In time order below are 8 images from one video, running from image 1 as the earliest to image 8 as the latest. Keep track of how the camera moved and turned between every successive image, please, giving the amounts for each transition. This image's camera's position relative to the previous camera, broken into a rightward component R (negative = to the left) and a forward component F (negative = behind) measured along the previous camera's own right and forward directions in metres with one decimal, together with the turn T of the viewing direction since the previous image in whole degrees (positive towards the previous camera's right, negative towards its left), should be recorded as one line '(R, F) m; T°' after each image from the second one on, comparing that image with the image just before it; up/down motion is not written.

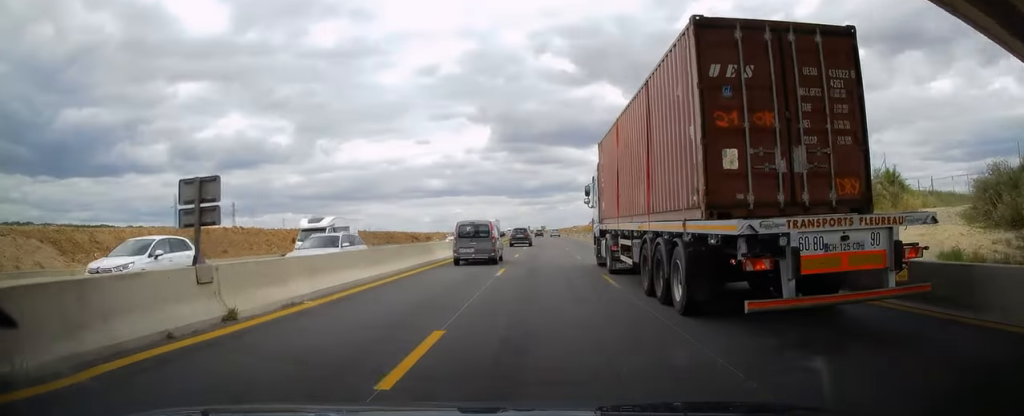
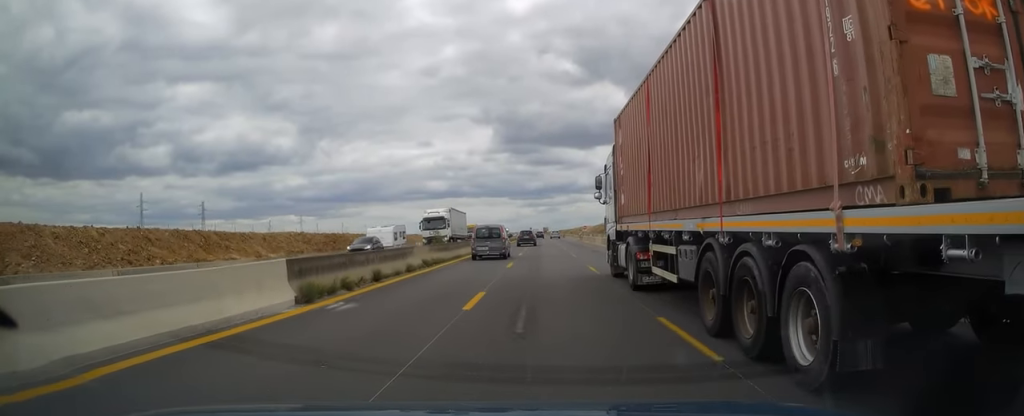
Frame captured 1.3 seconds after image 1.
(0.0, +33.2) m; 0°
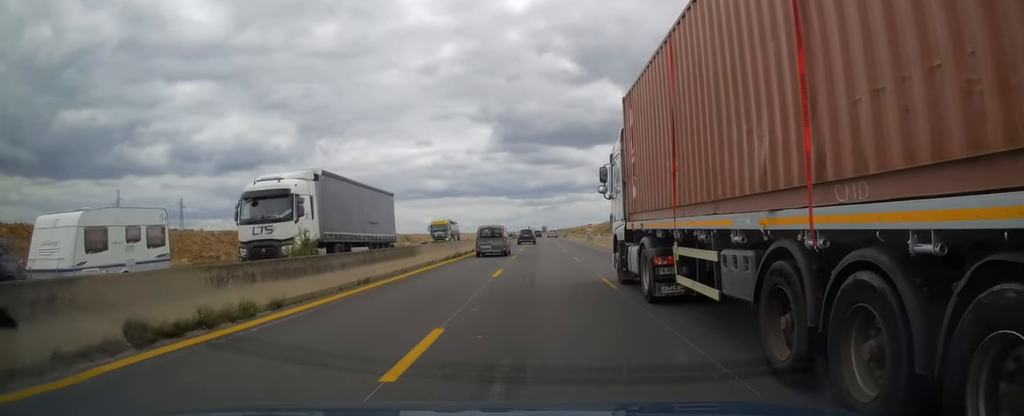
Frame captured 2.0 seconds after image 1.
(0.0, +18.2) m; 0°
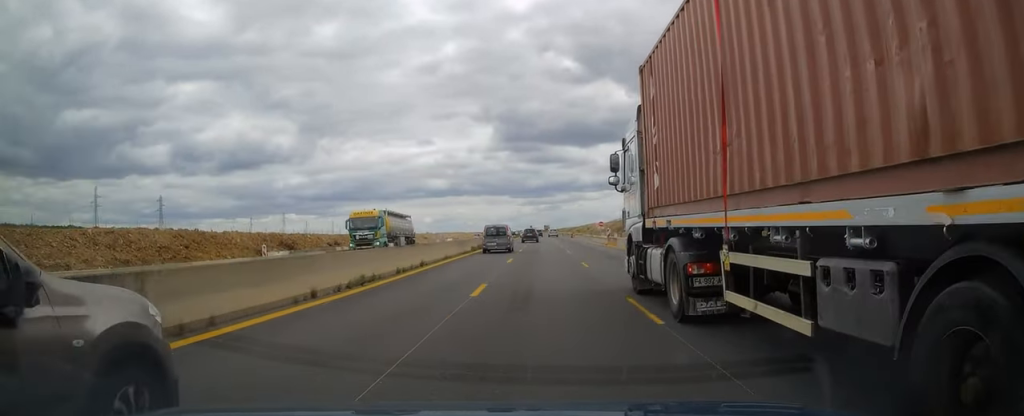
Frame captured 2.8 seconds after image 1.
(-0.1, +18.6) m; 0°
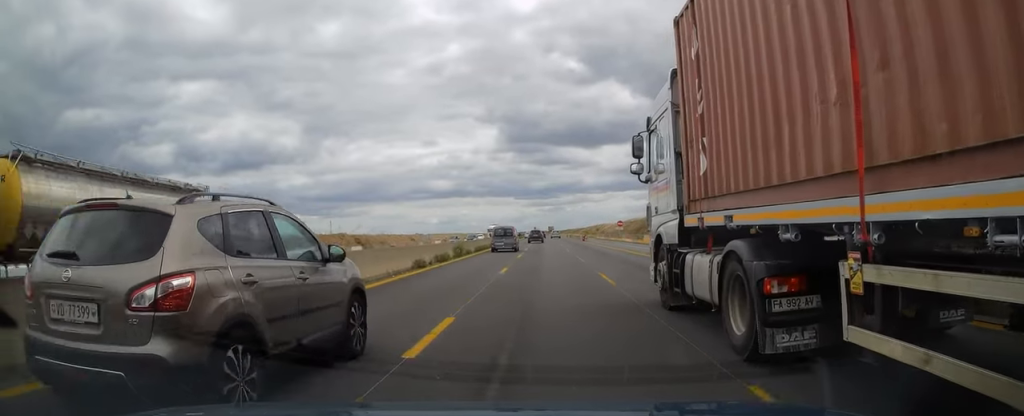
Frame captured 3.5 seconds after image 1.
(0.0, +19.3) m; 0°
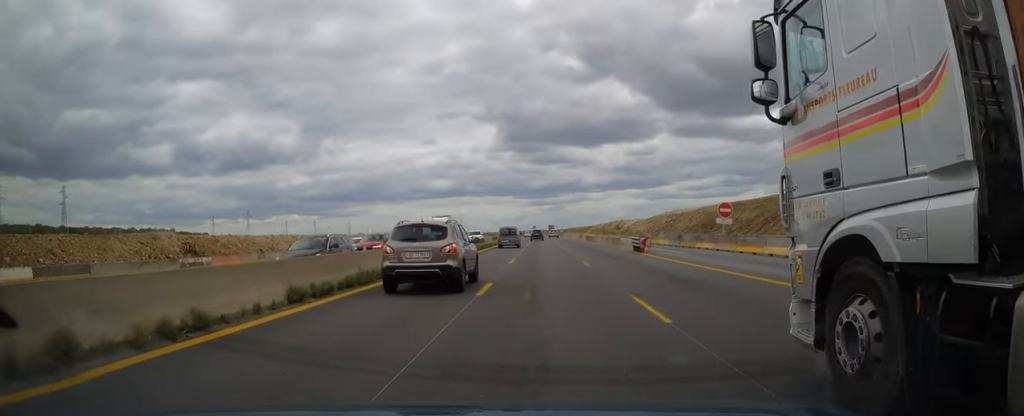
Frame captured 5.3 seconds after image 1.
(0.0, +45.2) m; 0°
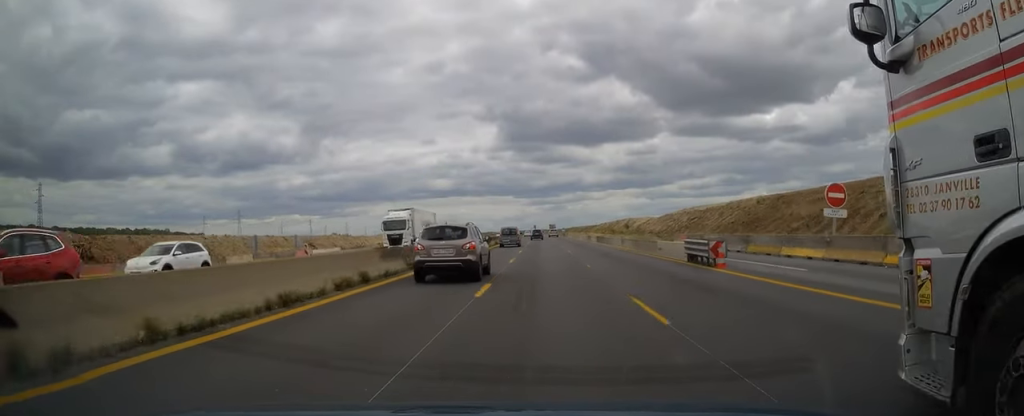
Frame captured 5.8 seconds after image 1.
(+0.1, +13.0) m; 0°
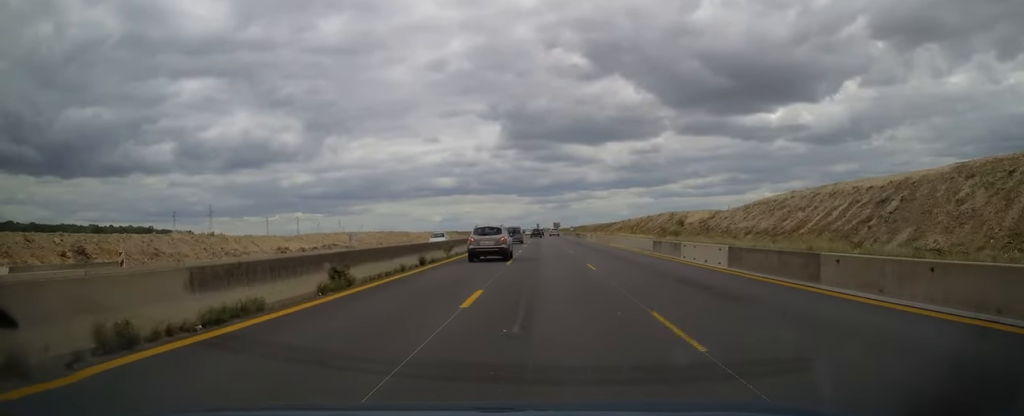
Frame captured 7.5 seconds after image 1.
(-0.2, +40.6) m; 0°
